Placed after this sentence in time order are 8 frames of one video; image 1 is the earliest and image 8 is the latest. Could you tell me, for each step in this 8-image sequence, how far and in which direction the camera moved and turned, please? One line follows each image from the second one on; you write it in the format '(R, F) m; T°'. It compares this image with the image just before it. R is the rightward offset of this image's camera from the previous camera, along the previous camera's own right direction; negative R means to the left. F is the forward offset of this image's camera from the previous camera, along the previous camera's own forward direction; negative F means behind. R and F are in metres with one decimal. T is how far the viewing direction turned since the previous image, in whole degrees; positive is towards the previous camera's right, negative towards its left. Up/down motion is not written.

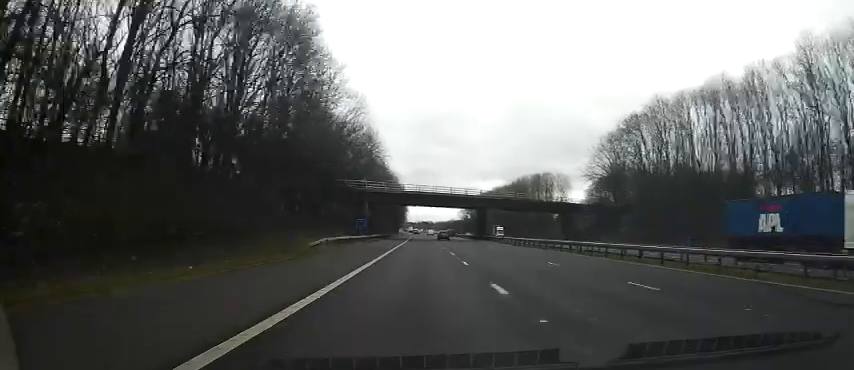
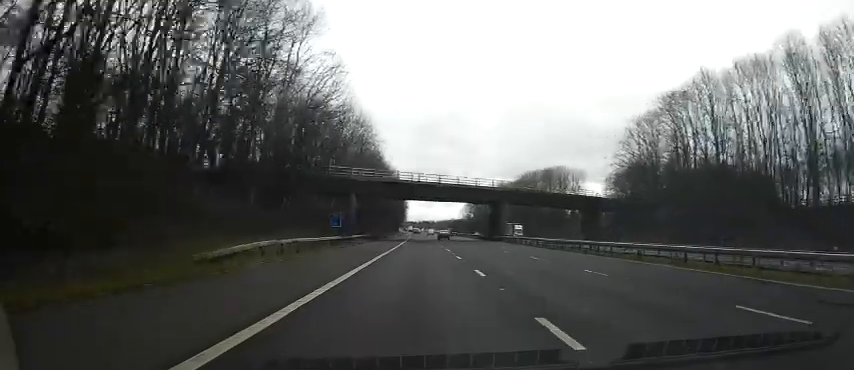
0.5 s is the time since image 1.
(0.0, +14.1) m; 0°
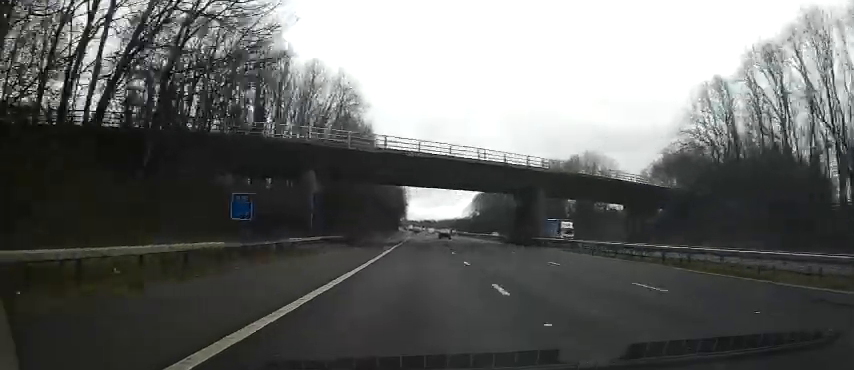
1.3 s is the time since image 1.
(0.0, +22.4) m; -1°
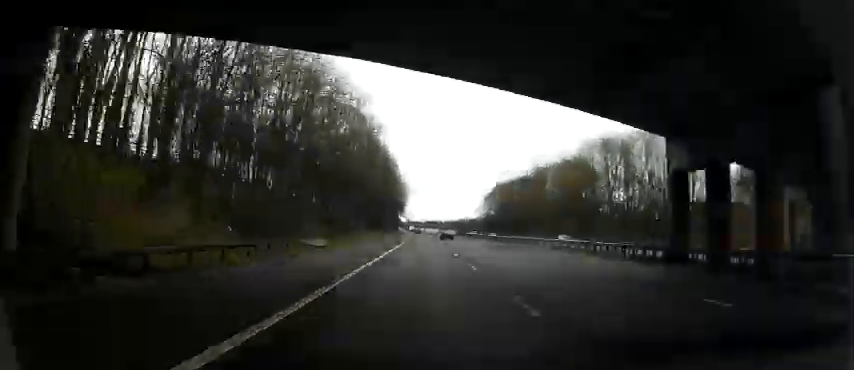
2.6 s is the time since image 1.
(-0.2, +38.1) m; 0°
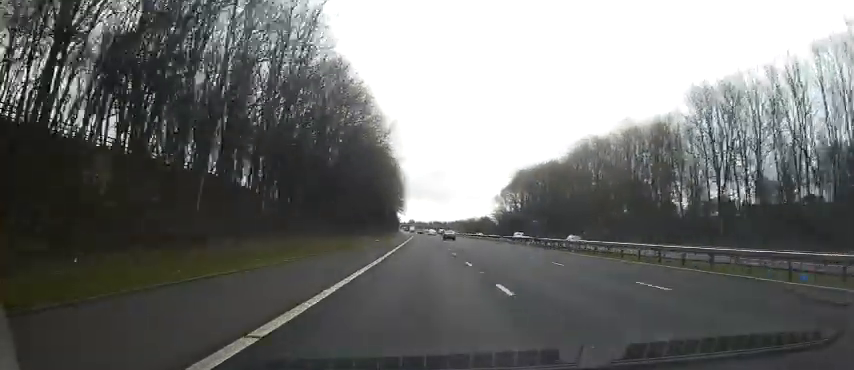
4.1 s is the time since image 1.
(-0.3, +42.2) m; -1°
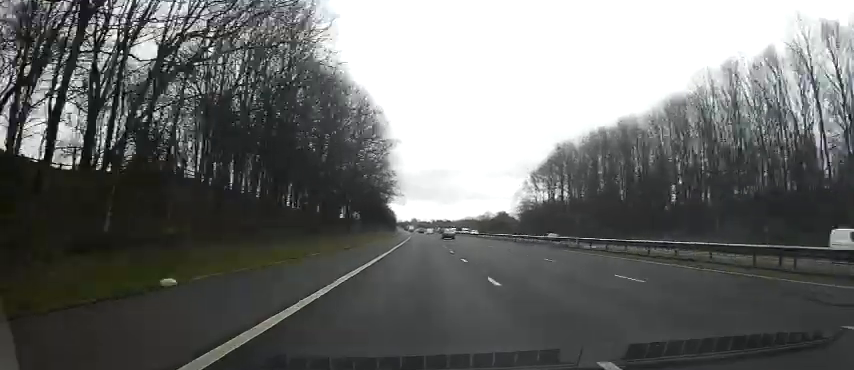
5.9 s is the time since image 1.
(0.0, +52.2) m; 0°
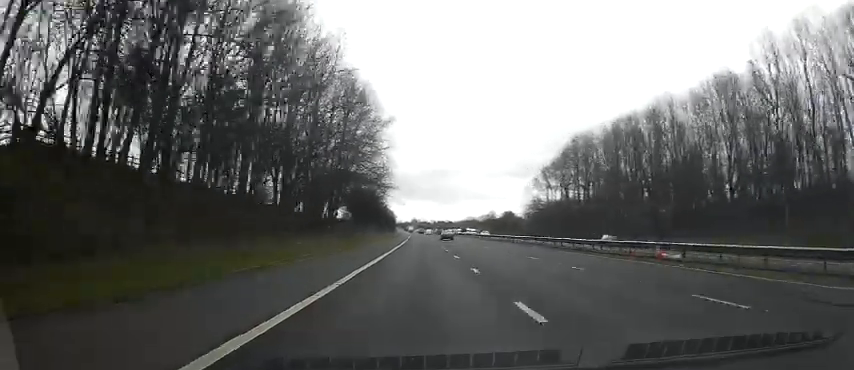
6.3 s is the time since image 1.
(0.0, +13.2) m; 0°
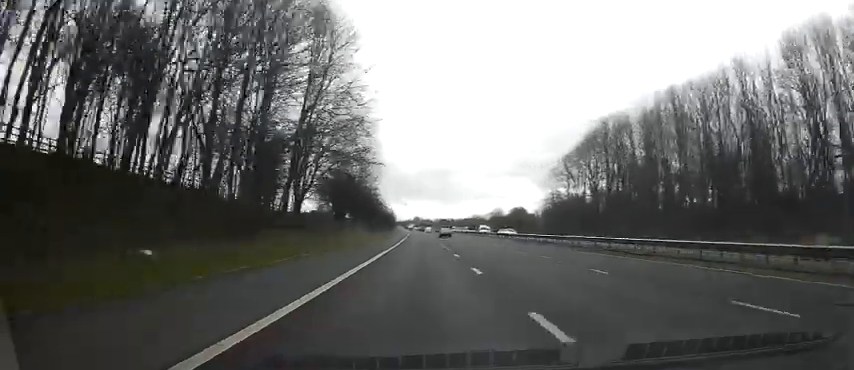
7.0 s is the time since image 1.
(+0.1, +19.1) m; -1°
